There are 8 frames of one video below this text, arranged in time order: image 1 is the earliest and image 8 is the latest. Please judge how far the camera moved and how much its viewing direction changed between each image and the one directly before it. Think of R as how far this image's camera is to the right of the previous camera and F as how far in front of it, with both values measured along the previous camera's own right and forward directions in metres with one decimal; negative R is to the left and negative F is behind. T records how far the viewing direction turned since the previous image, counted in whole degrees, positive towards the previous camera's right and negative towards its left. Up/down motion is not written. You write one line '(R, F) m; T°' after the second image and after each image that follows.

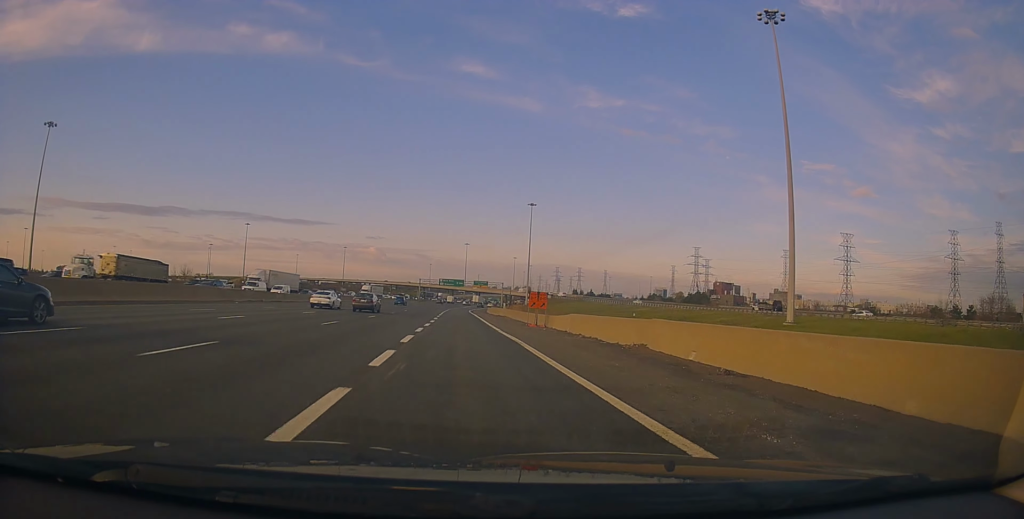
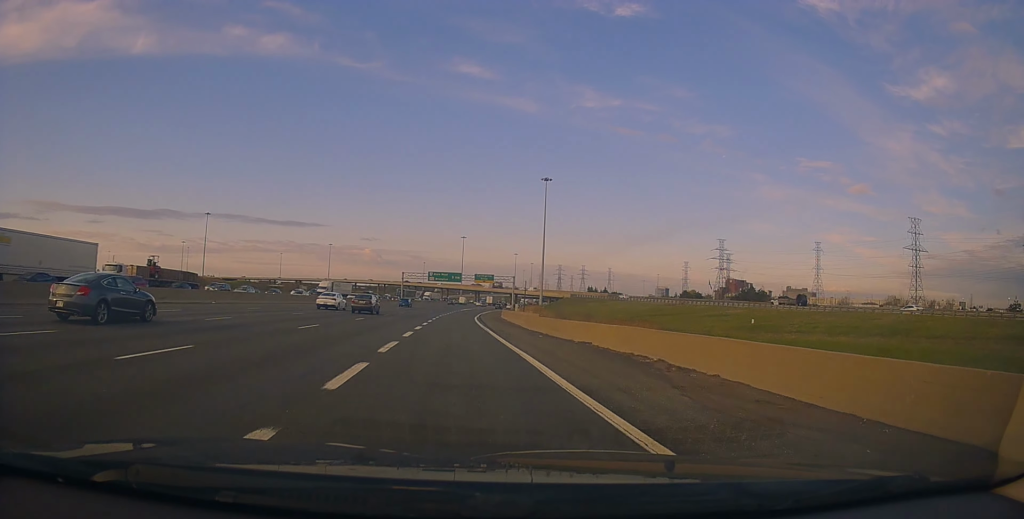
(0.0, +48.7) m; 0°
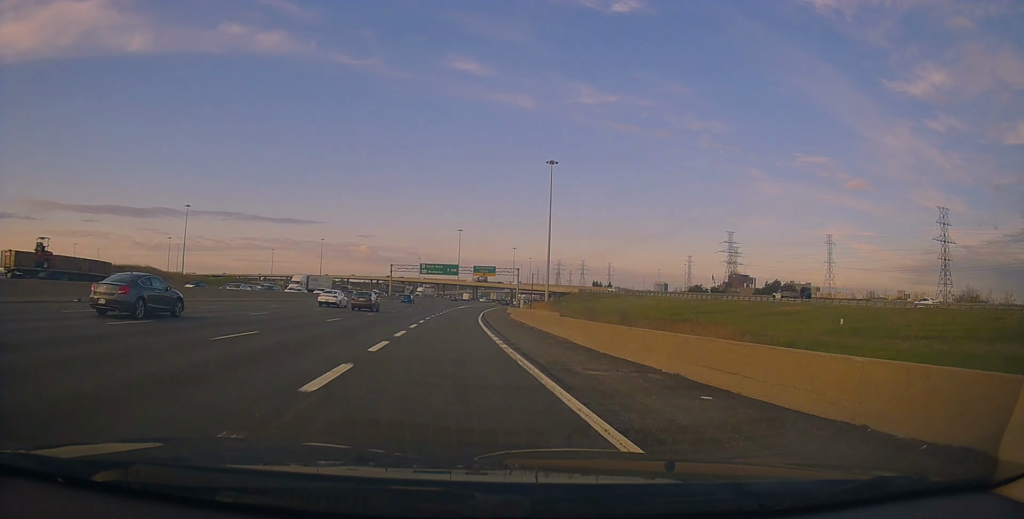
(-0.5, +18.6) m; +1°
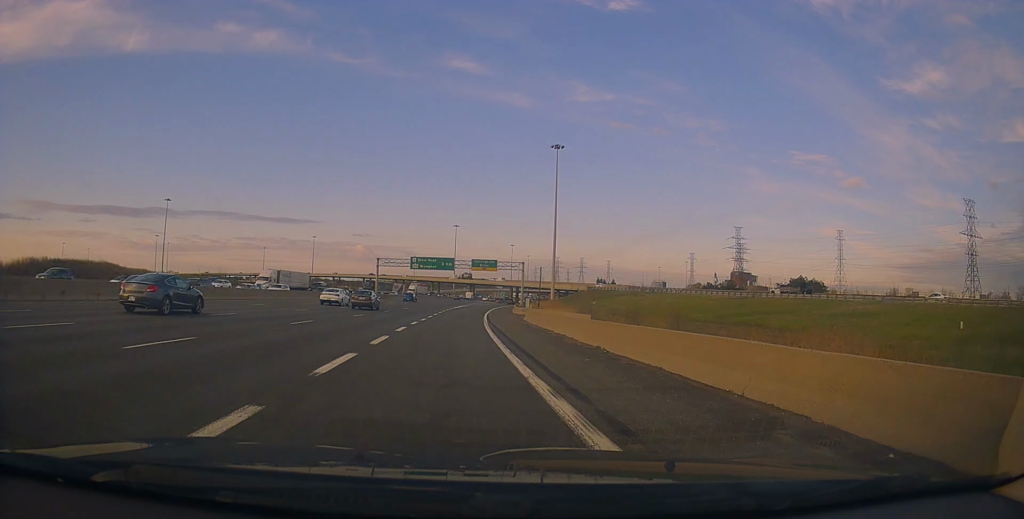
(+0.3, +15.8) m; +1°
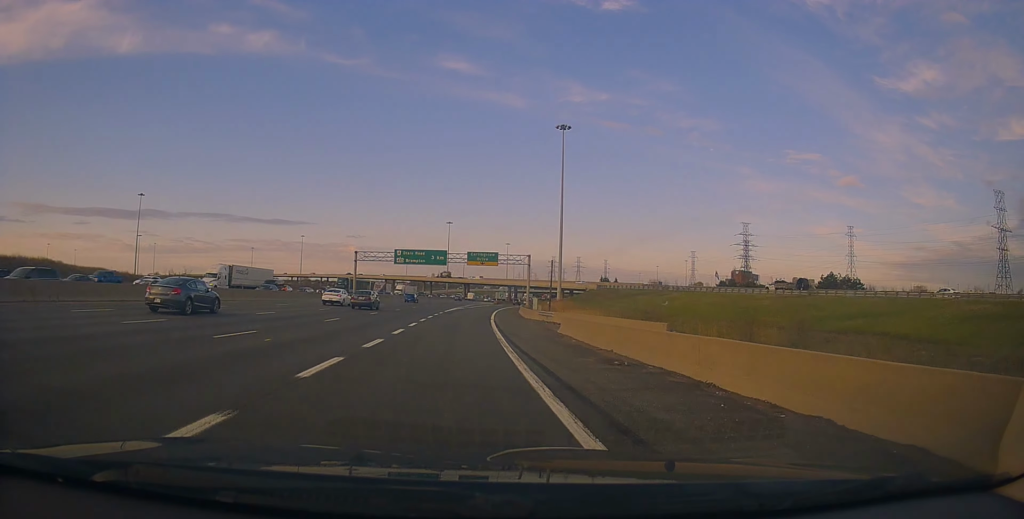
(+0.8, +17.3) m; 0°
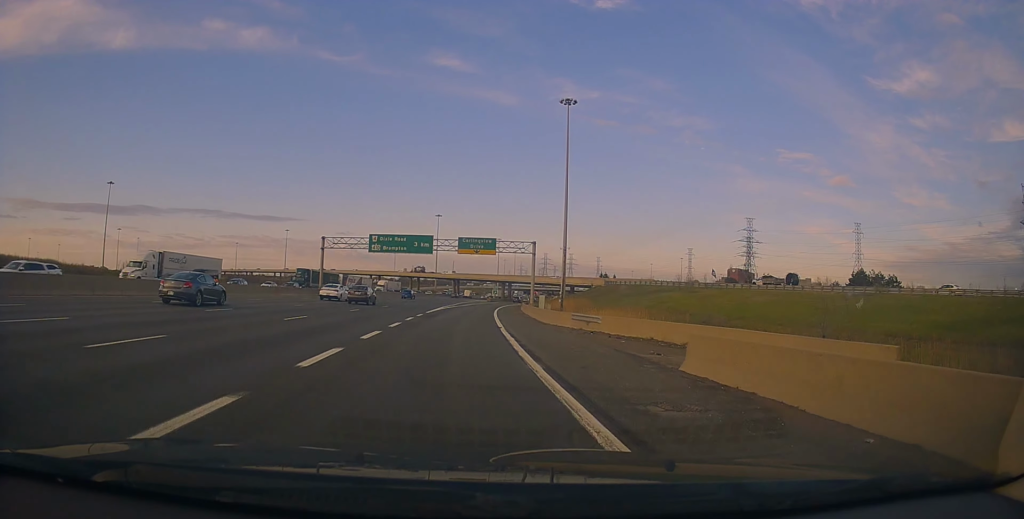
(-0.3, +16.7) m; 0°
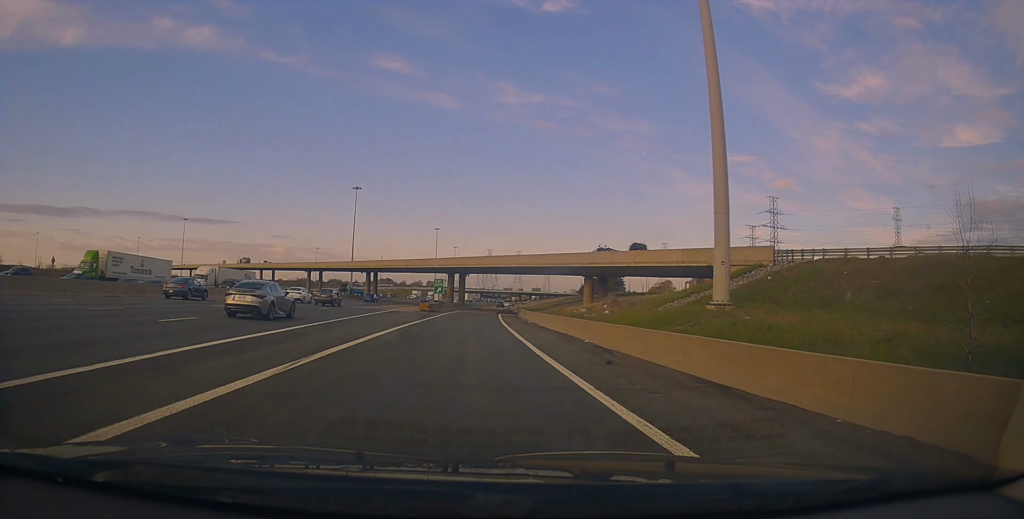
(+4.2, +85.2) m; +7°
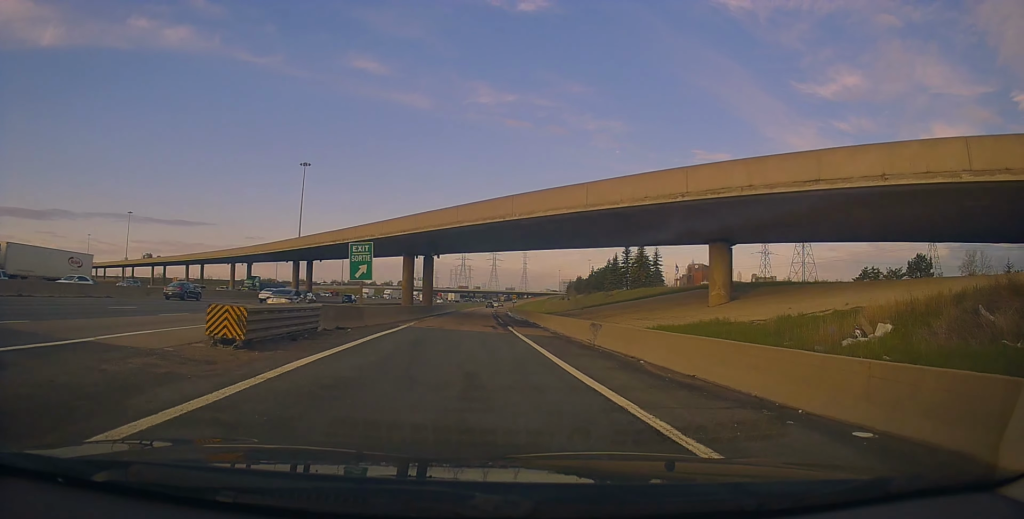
(+0.6, +40.6) m; +2°
